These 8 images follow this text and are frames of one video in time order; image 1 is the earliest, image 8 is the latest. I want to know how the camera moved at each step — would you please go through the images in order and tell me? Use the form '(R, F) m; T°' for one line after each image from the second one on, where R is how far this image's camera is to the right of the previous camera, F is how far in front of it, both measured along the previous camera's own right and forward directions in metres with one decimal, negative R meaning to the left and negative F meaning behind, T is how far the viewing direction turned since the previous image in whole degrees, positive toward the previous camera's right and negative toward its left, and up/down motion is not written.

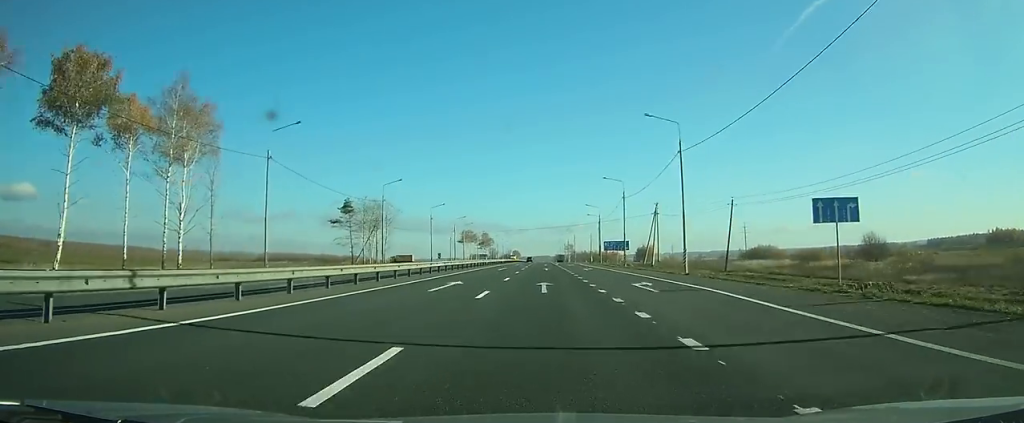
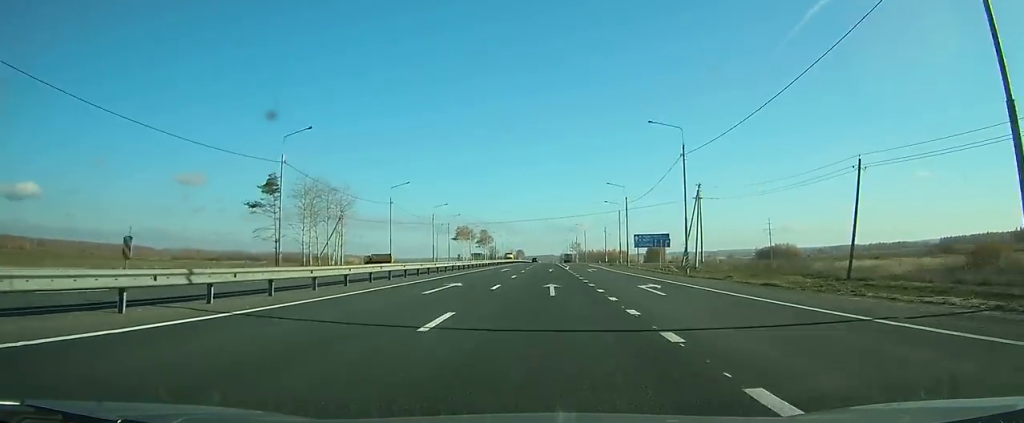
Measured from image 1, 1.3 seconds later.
(0.0, +29.9) m; 0°
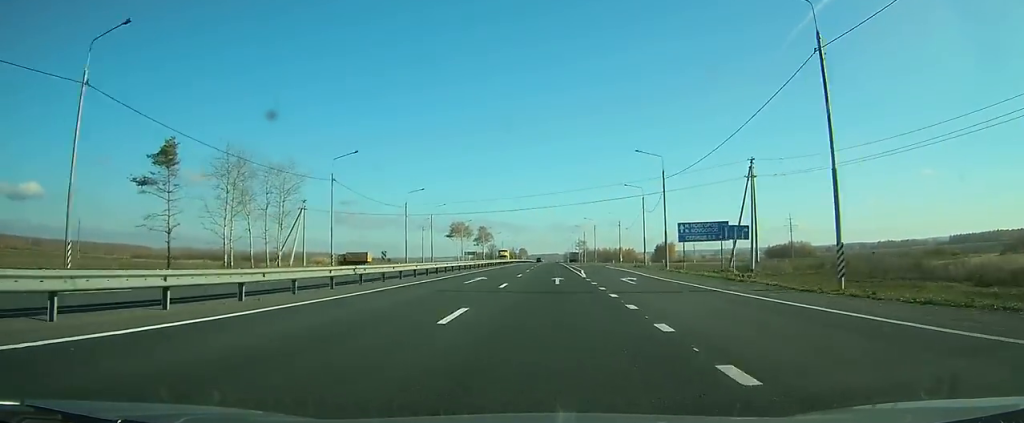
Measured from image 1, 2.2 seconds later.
(0.0, +23.8) m; 0°
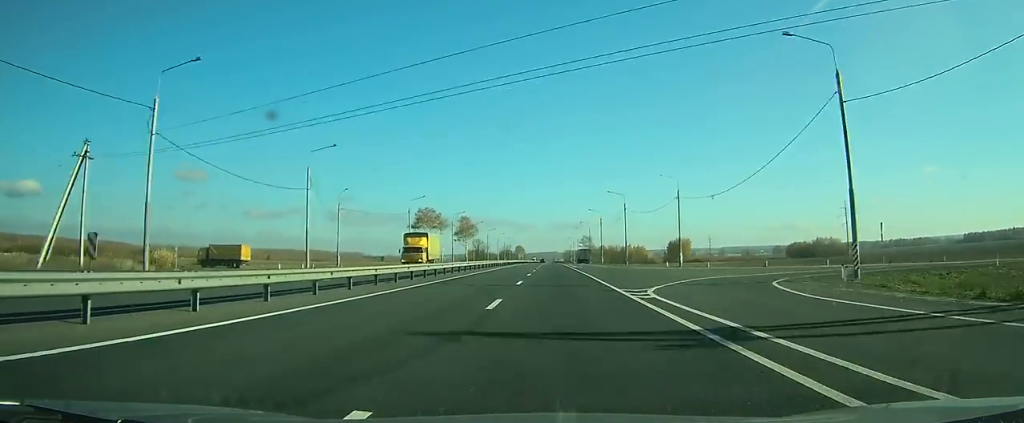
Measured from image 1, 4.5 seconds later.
(-0.2, +59.3) m; 0°
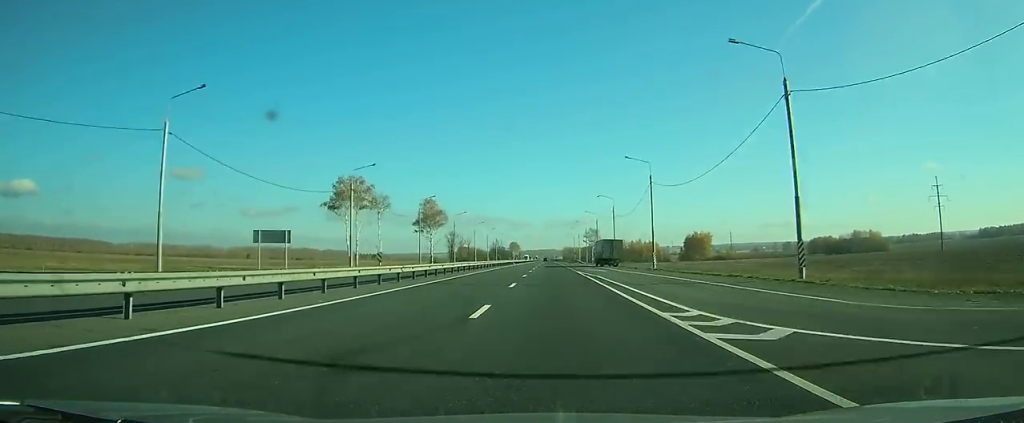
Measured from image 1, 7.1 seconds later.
(-0.1, +63.1) m; 0°
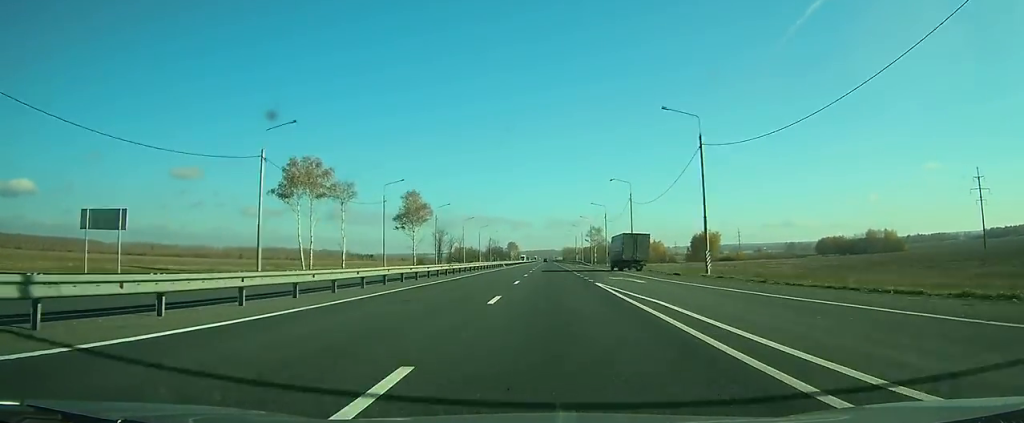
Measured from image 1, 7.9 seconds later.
(0.0, +19.5) m; 0°
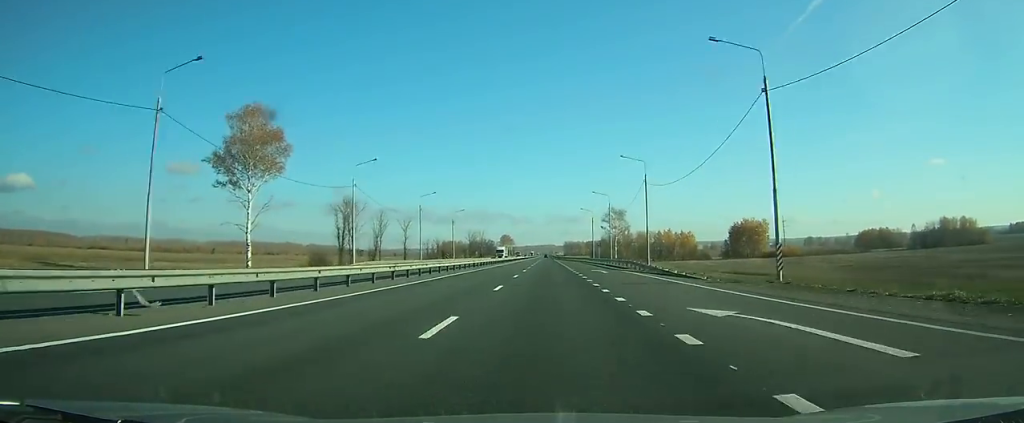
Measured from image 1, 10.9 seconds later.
(+0.2, +74.6) m; 0°
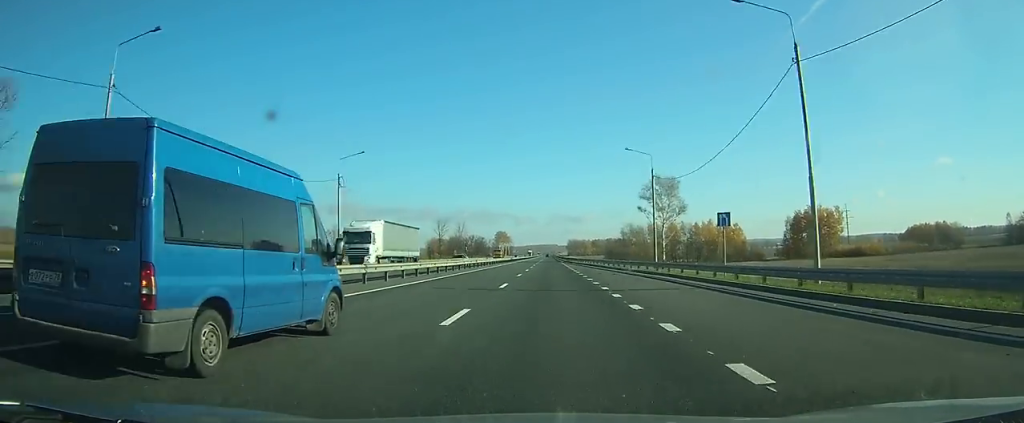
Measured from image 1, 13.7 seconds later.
(-0.1, +72.6) m; 0°
